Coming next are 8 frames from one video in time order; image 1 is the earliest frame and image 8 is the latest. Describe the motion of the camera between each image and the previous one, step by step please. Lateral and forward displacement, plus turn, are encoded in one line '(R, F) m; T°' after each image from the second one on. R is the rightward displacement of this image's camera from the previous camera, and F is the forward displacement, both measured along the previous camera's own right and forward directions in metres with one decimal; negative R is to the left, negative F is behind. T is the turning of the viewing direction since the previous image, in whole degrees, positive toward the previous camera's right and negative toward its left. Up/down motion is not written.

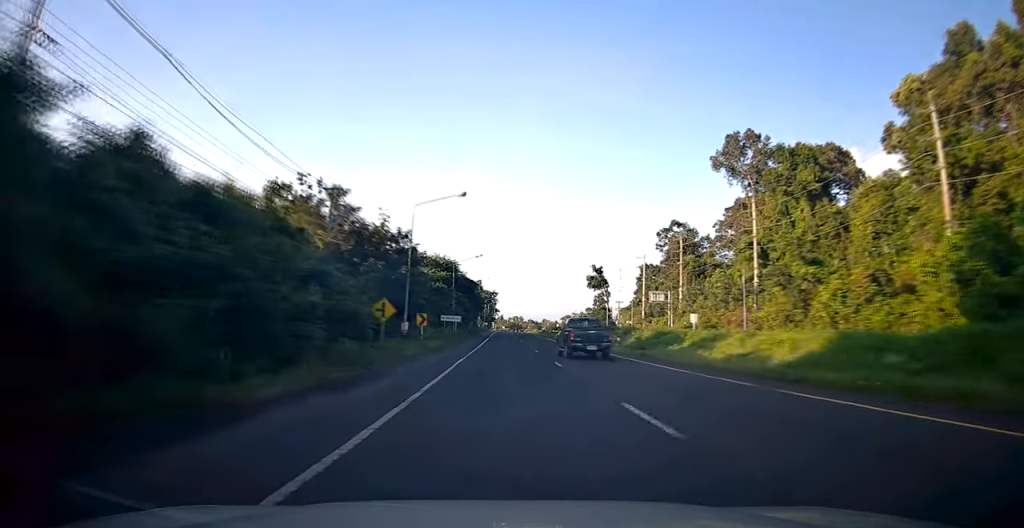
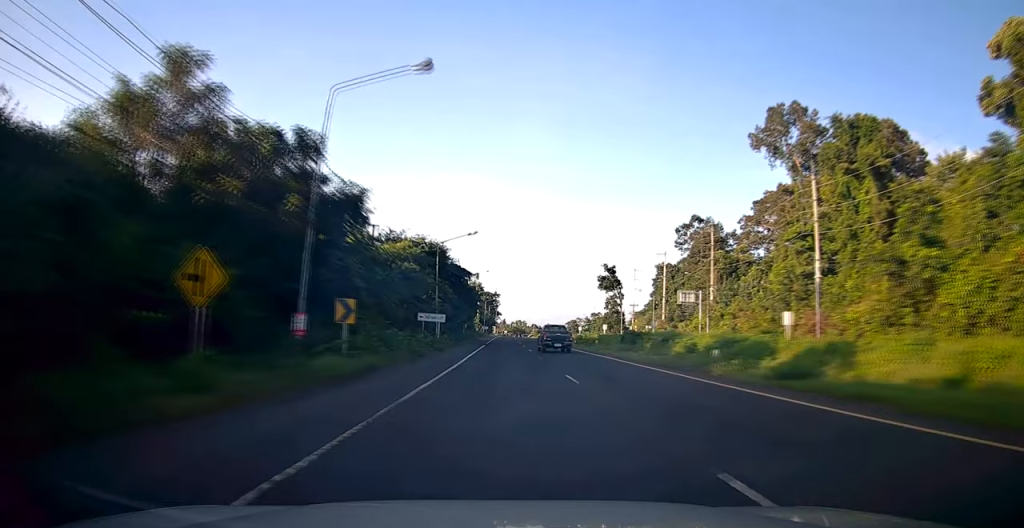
(+0.1, +16.6) m; 0°
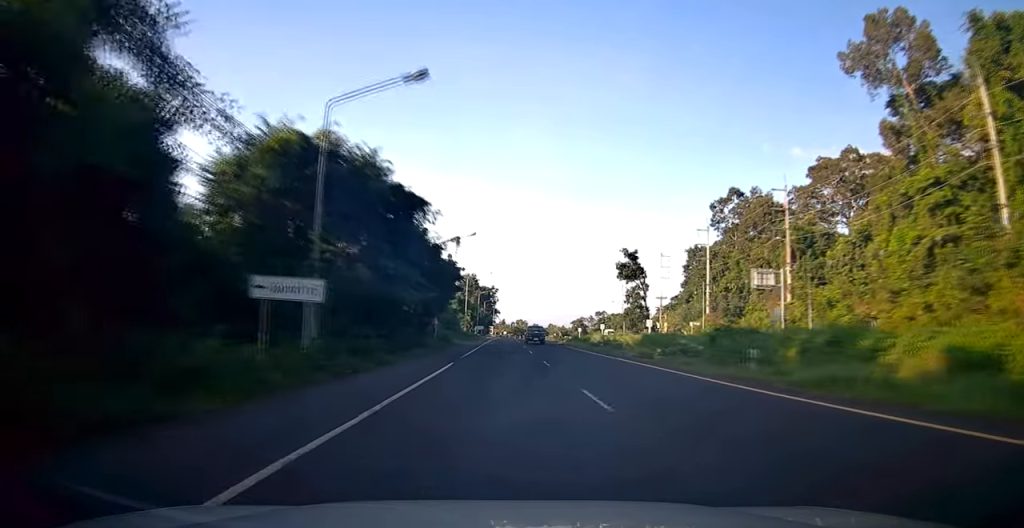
(-0.2, +29.0) m; -1°
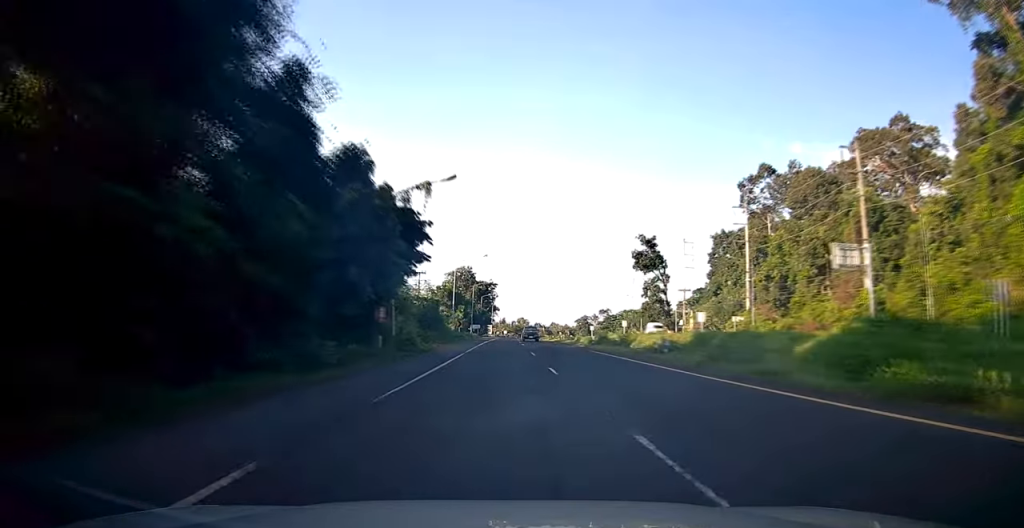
(0.0, +17.4) m; -2°
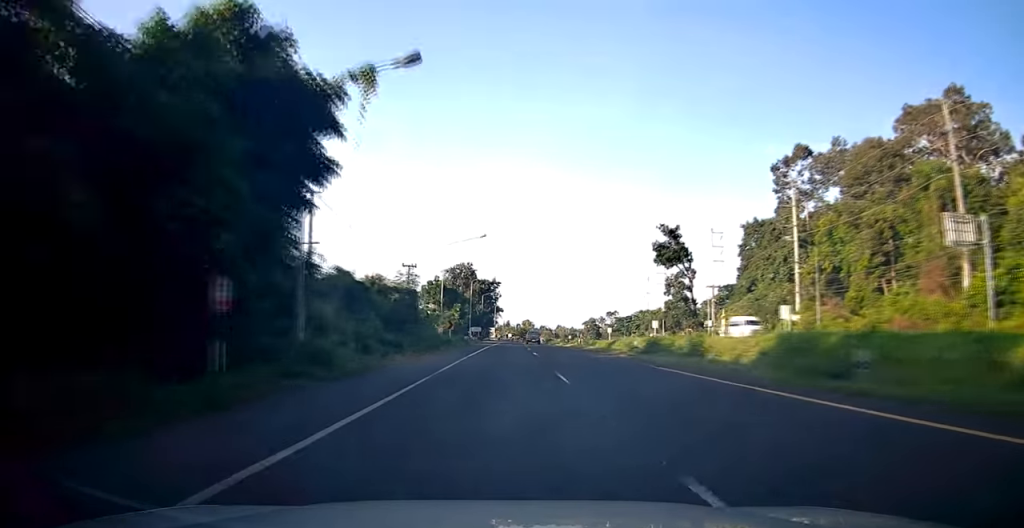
(-0.5, +14.0) m; 0°
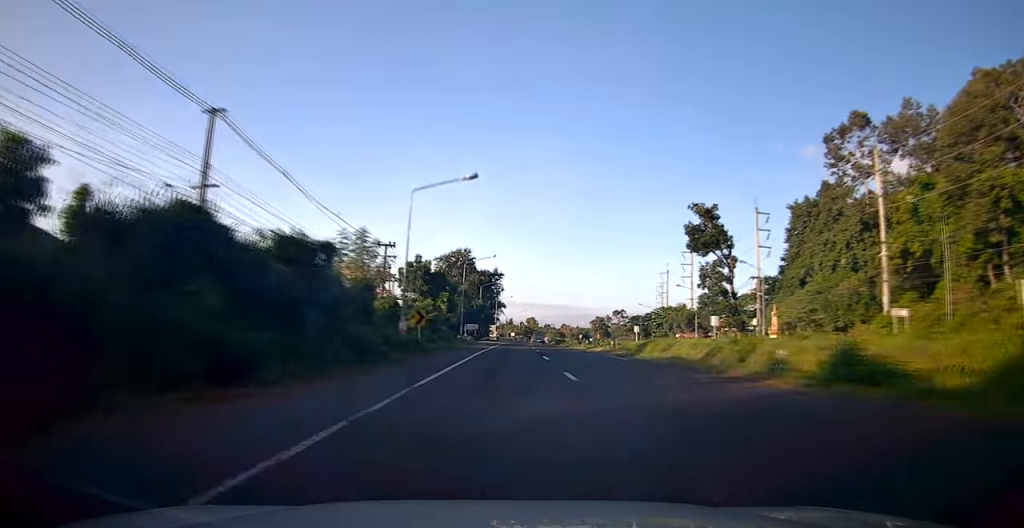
(+0.7, +17.8) m; +2°
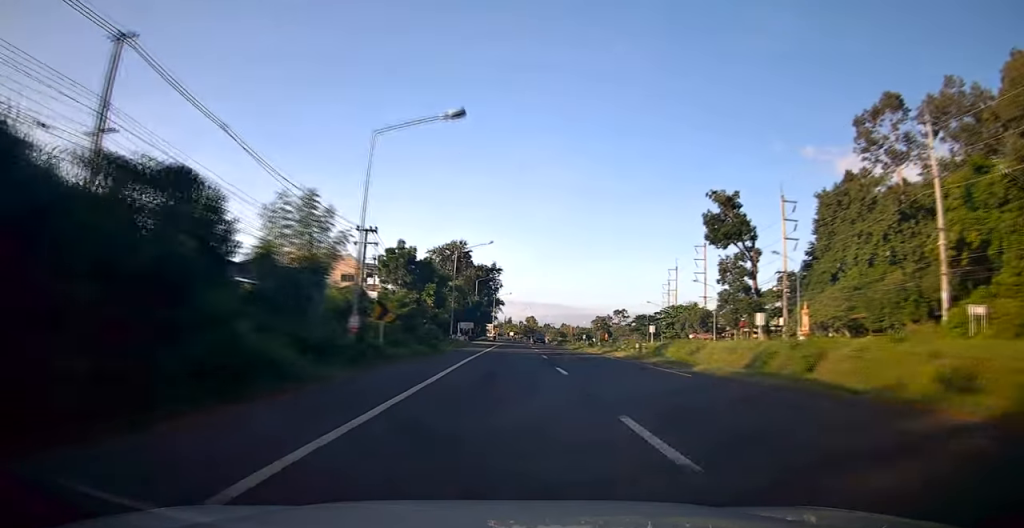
(0.0, +8.7) m; -1°
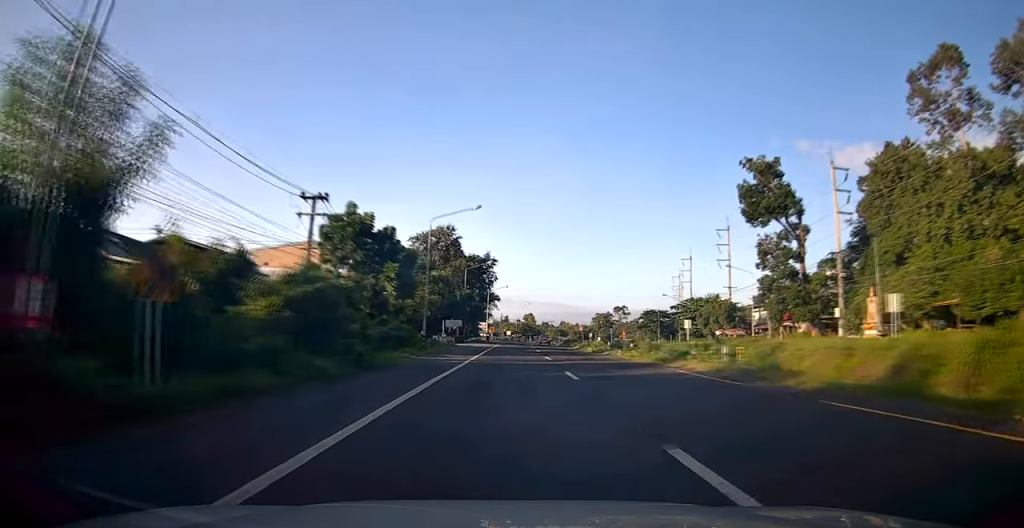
(-0.3, +14.2) m; -1°
